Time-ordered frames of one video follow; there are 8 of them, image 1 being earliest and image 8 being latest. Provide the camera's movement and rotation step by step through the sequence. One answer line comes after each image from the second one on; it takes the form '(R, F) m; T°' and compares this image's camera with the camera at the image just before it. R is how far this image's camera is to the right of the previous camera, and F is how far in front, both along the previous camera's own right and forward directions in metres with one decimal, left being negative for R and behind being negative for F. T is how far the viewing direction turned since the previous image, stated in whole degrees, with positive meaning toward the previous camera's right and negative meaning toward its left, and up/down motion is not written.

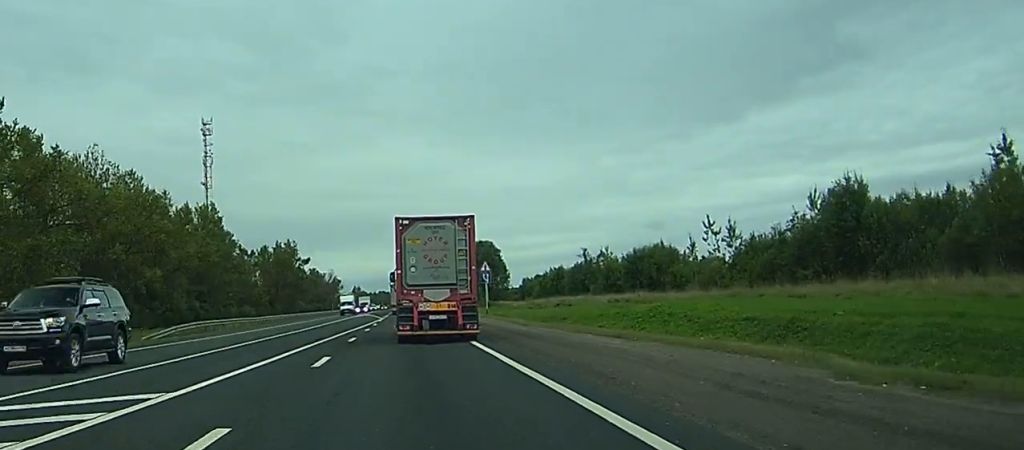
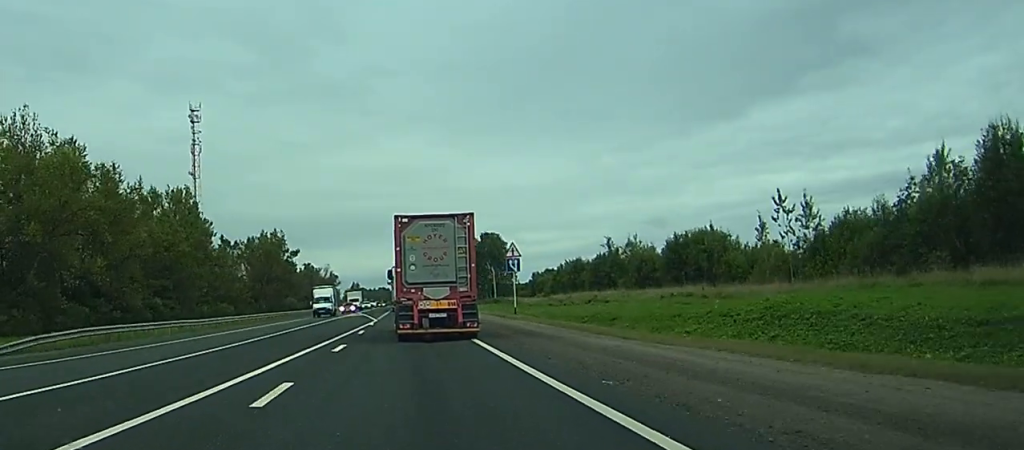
(0.0, +18.9) m; 0°
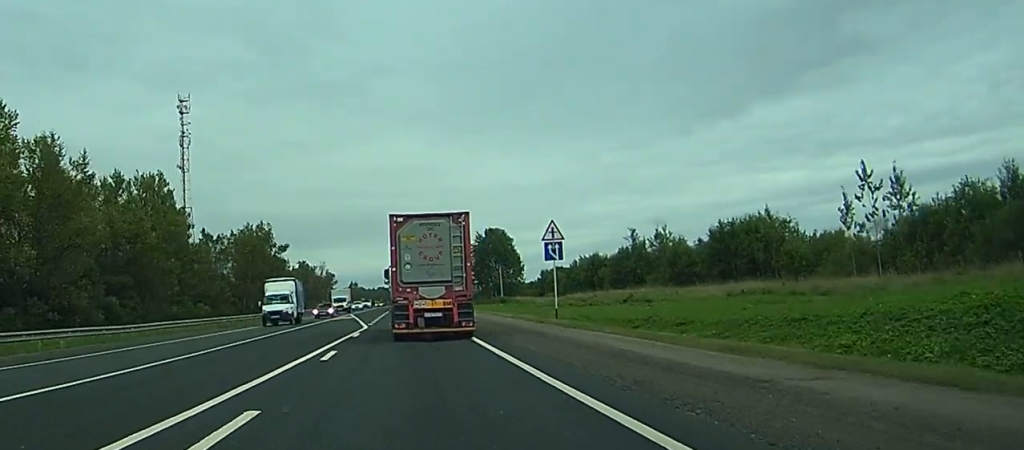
(0.0, +15.6) m; 0°
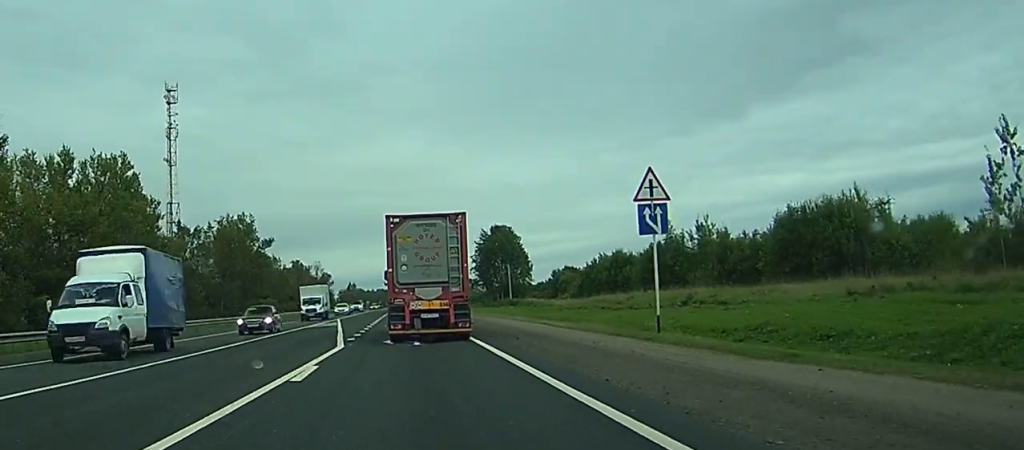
(0.0, +17.0) m; 0°
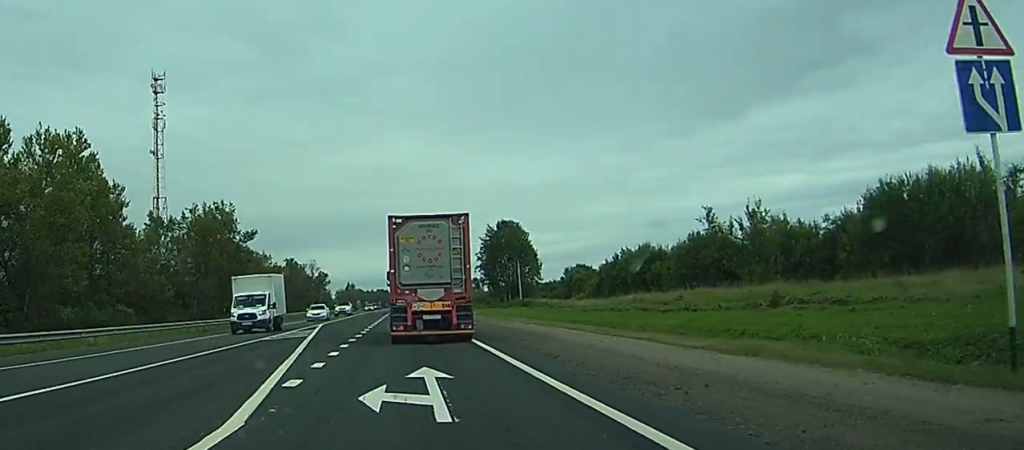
(-0.1, +15.7) m; 0°
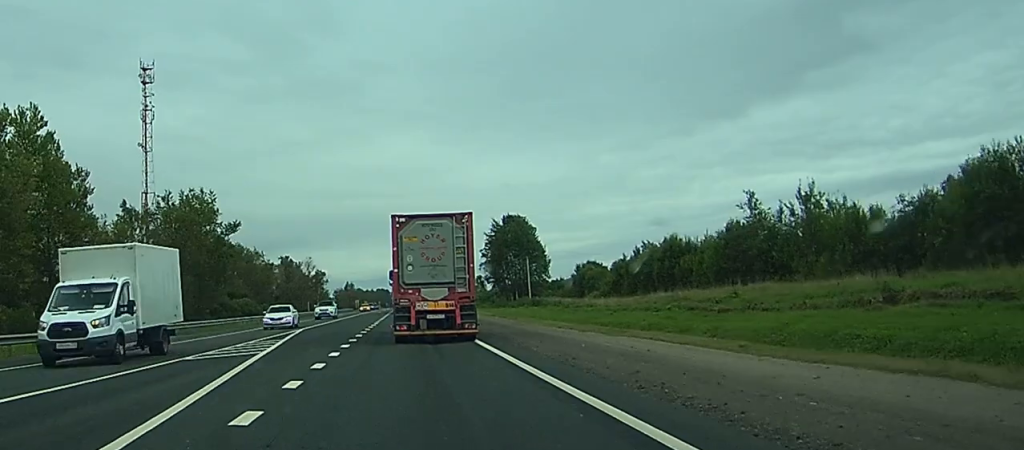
(0.0, +12.2) m; 0°
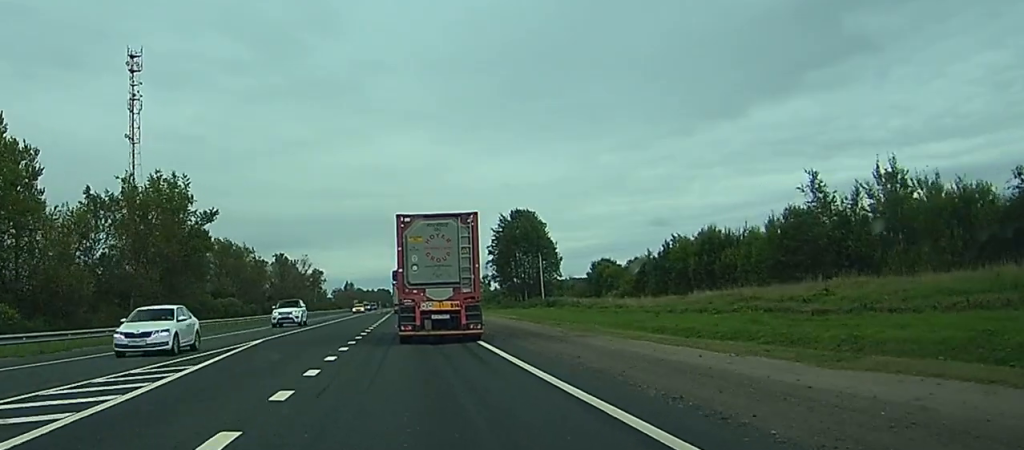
(0.0, +13.6) m; 0°
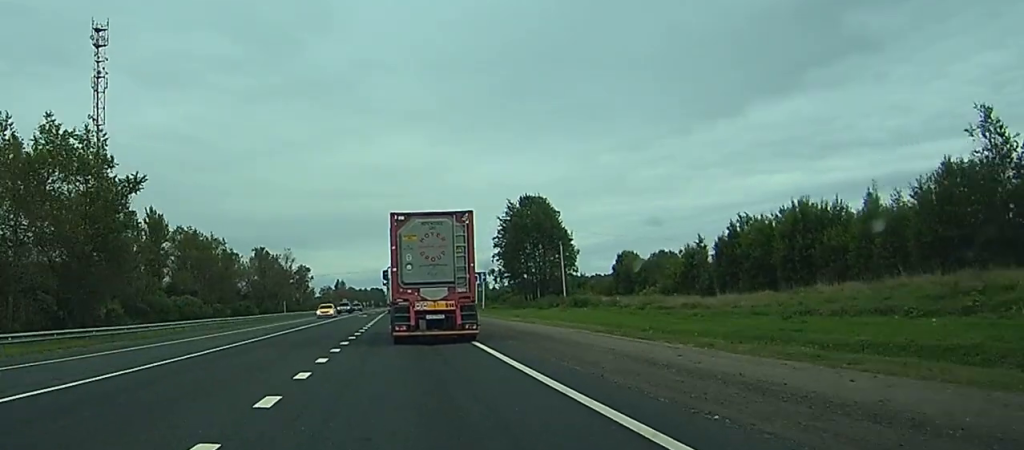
(0.0, +24.5) m; +1°
